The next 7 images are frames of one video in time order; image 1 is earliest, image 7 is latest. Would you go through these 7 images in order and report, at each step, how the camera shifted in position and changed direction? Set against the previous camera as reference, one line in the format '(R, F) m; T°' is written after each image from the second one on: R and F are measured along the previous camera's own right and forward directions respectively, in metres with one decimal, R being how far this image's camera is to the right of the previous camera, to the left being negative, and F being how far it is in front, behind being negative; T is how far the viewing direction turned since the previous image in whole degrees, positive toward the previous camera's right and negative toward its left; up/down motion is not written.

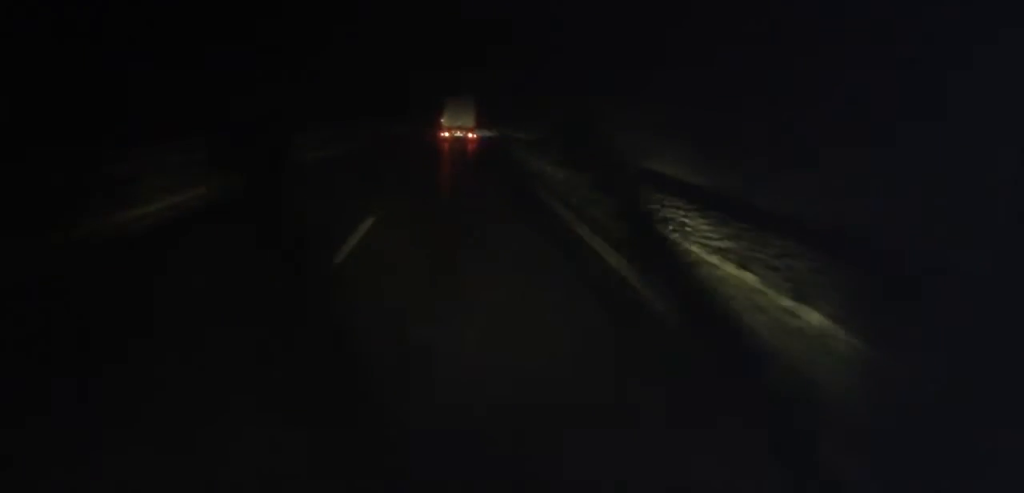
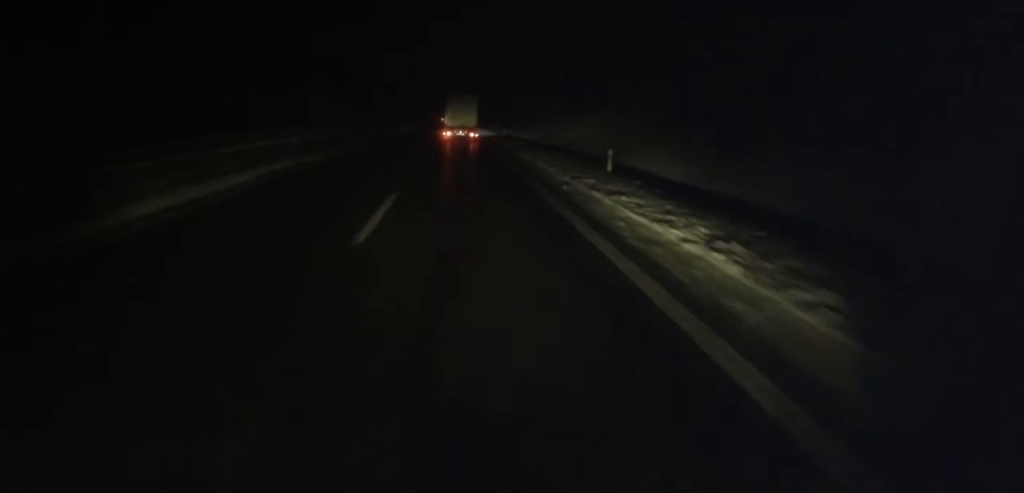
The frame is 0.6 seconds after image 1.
(+0.1, +14.1) m; -1°
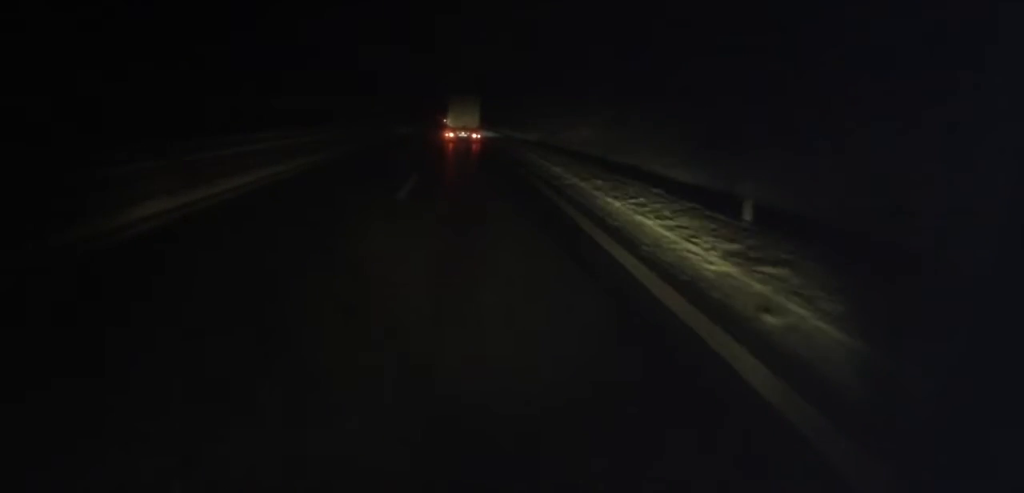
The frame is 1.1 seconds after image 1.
(-0.5, +12.5) m; -1°
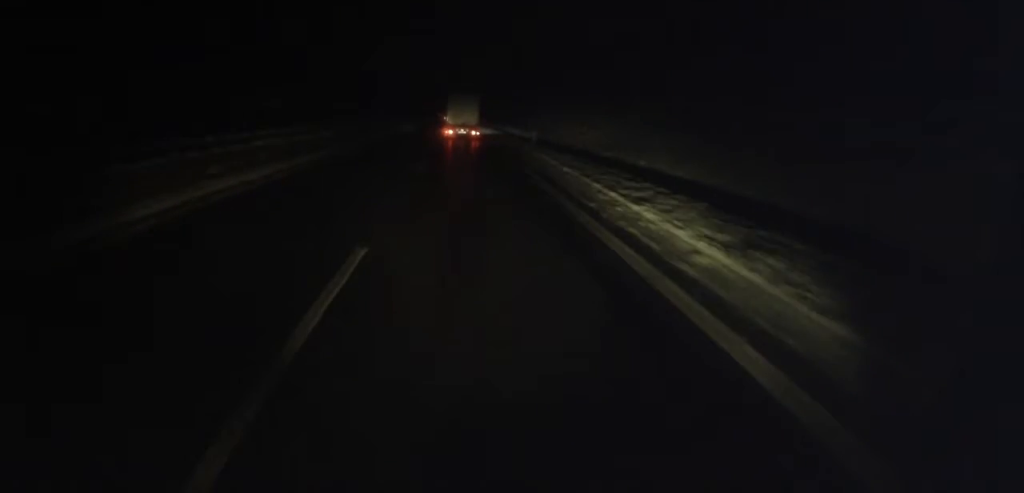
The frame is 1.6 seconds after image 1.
(-0.1, +11.7) m; 0°
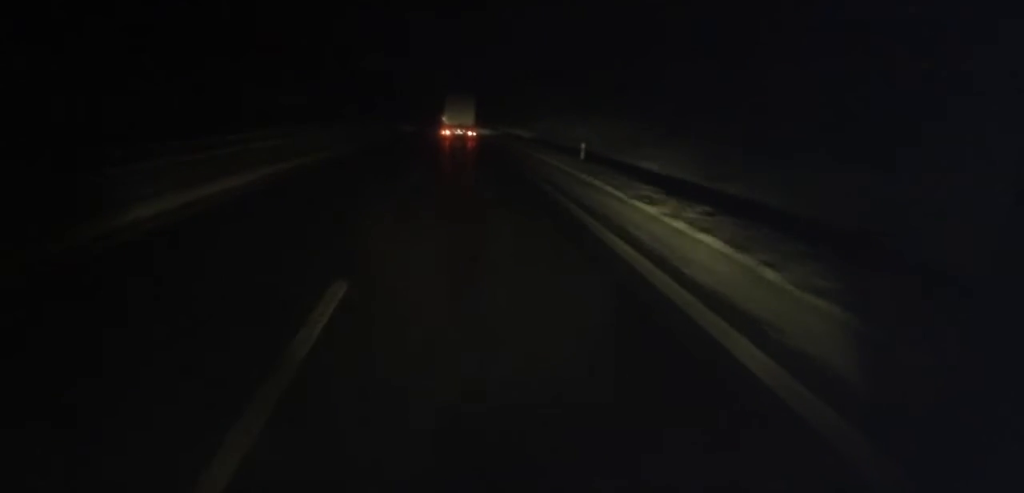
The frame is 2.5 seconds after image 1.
(+0.4, +19.5) m; 0°
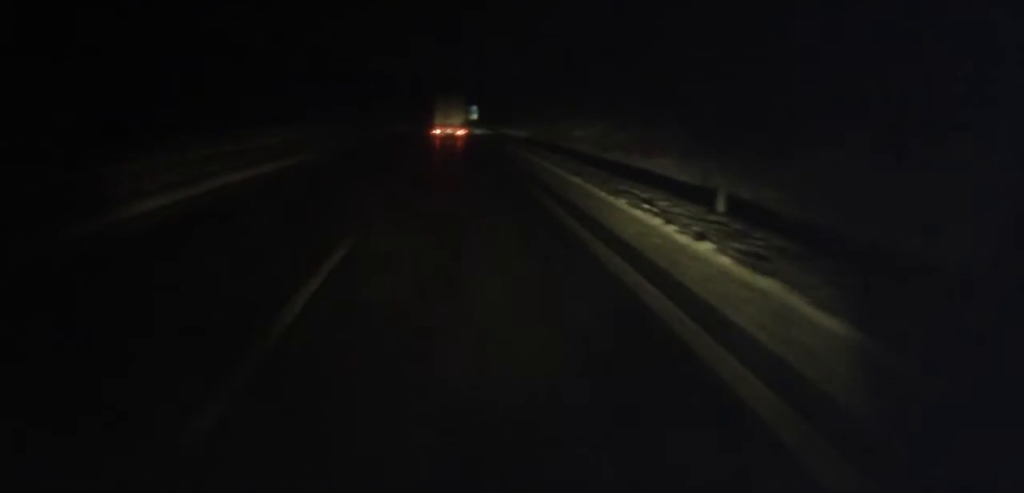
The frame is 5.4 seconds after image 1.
(-0.5, +69.2) m; -3°
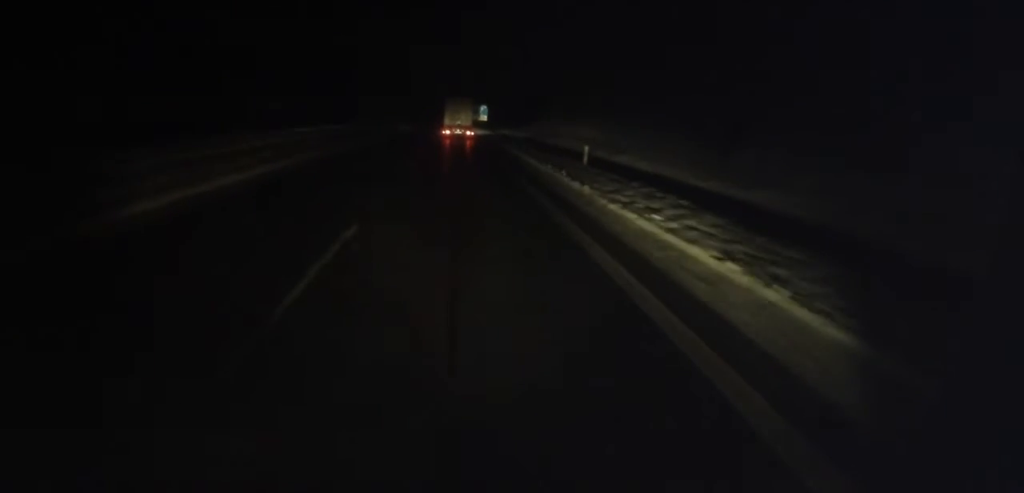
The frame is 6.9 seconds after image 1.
(-0.4, +34.6) m; +1°
